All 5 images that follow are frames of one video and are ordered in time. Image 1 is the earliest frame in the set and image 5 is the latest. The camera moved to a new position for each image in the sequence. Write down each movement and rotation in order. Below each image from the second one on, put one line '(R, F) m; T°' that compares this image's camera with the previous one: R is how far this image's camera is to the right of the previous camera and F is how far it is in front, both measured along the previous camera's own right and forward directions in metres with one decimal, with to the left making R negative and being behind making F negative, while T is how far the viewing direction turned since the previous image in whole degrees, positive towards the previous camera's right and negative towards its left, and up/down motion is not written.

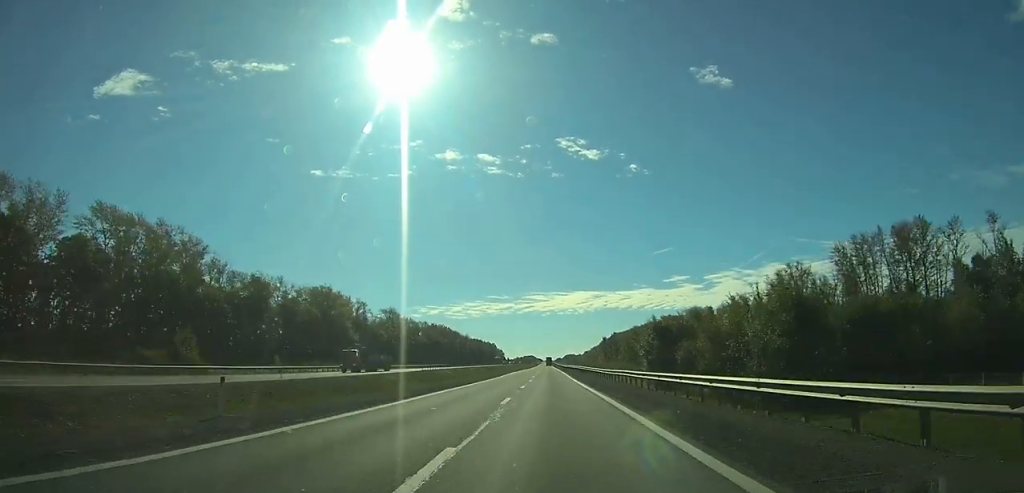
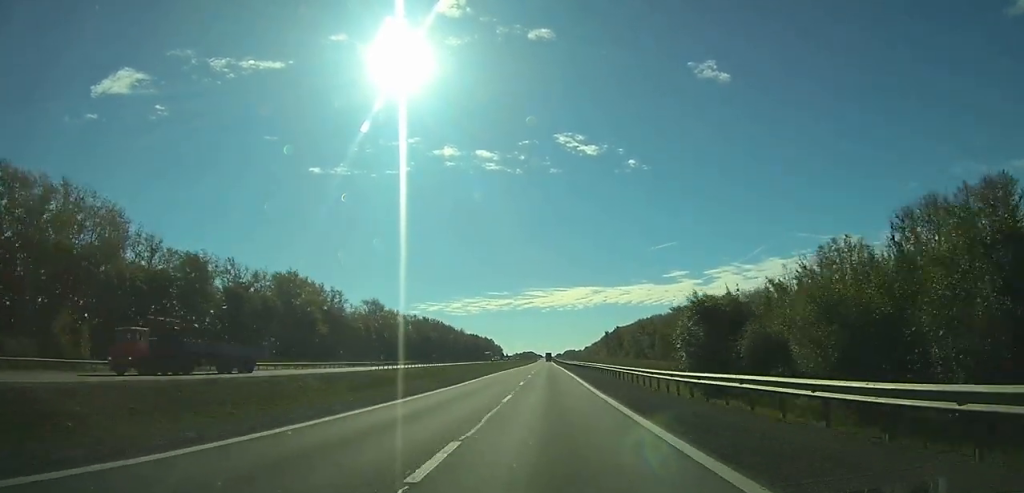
(0.0, +22.9) m; 0°
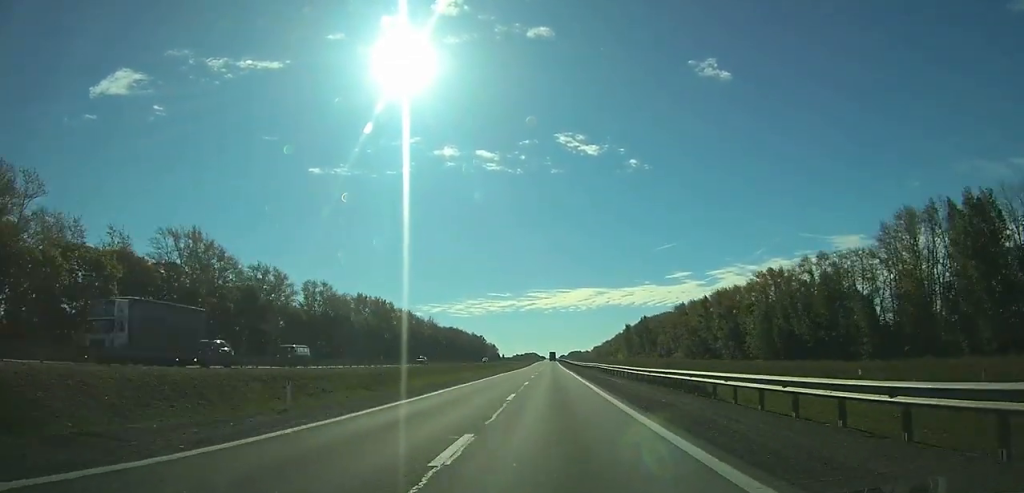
(-0.5, +117.5) m; 0°
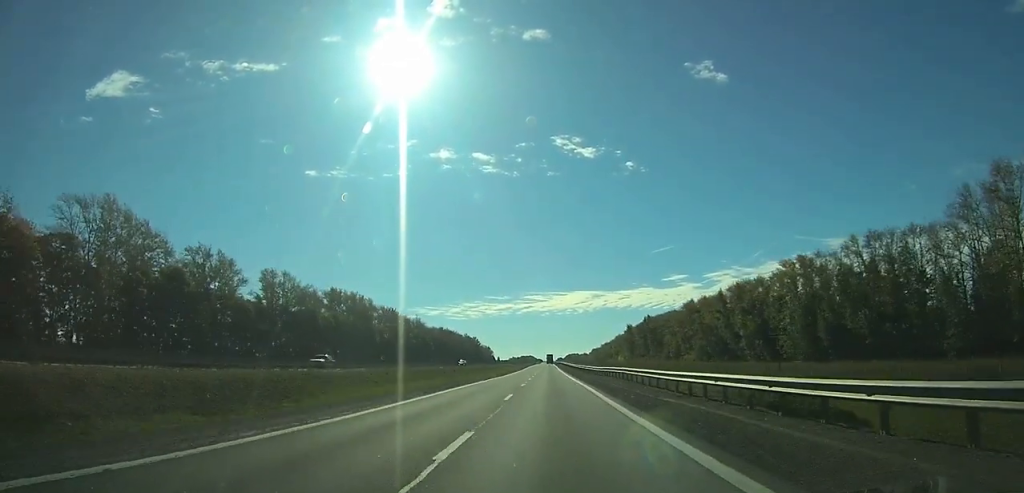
(0.0, +23.3) m; 0°
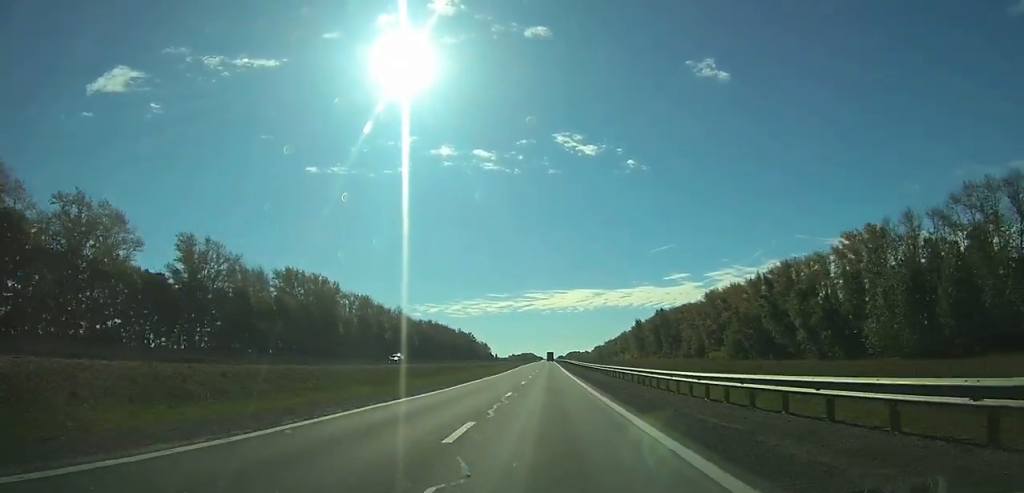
(+0.1, +34.3) m; 0°
